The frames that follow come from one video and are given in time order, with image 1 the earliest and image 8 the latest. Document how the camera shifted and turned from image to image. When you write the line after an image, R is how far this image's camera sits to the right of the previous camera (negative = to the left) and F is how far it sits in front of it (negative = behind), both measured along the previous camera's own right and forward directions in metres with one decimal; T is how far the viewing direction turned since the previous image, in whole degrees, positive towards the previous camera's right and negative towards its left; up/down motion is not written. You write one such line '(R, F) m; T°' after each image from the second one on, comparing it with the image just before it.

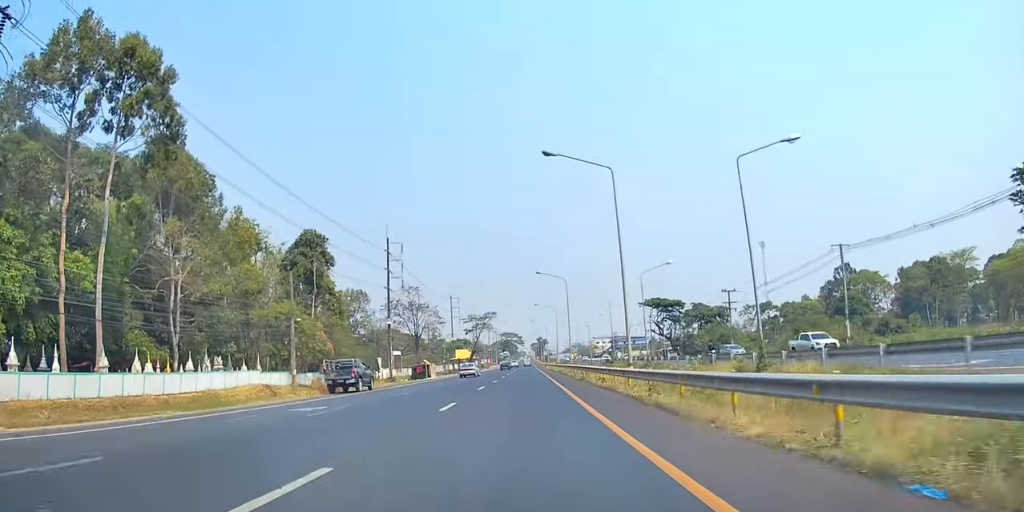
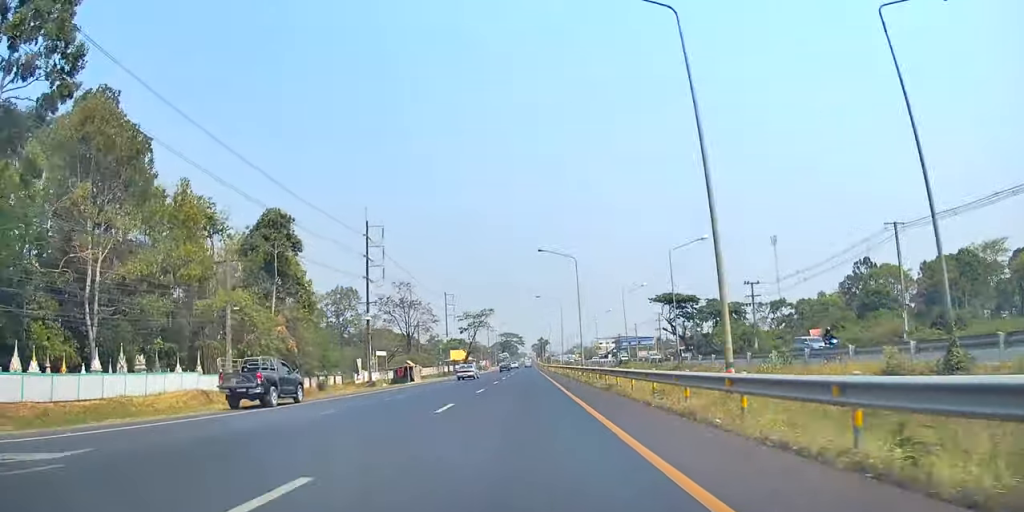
(-0.2, +12.7) m; 0°
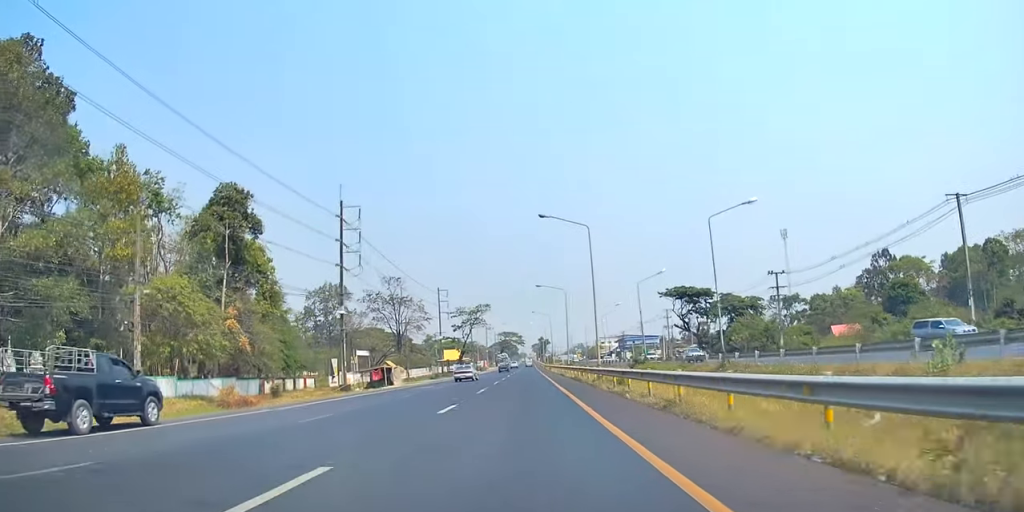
(+0.4, +10.7) m; 0°
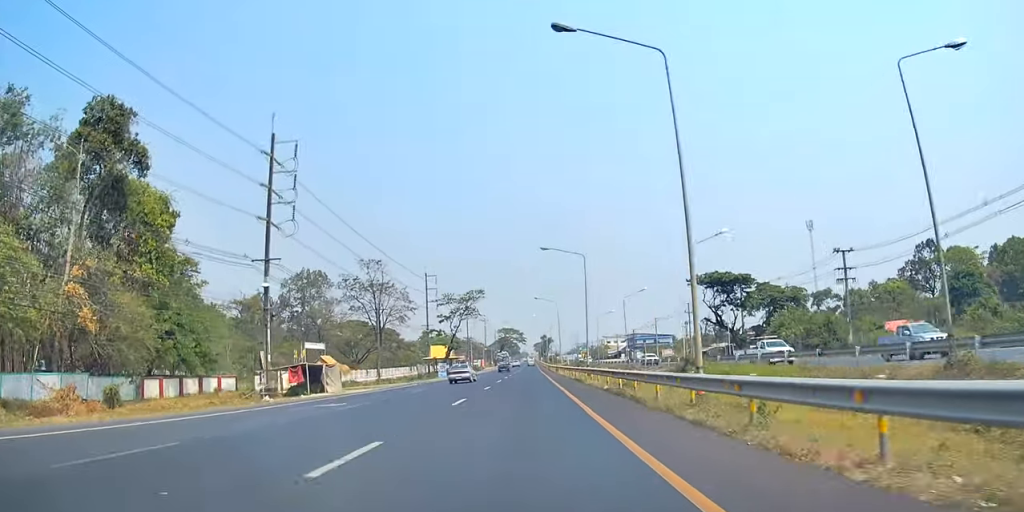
(-0.3, +21.4) m; 0°
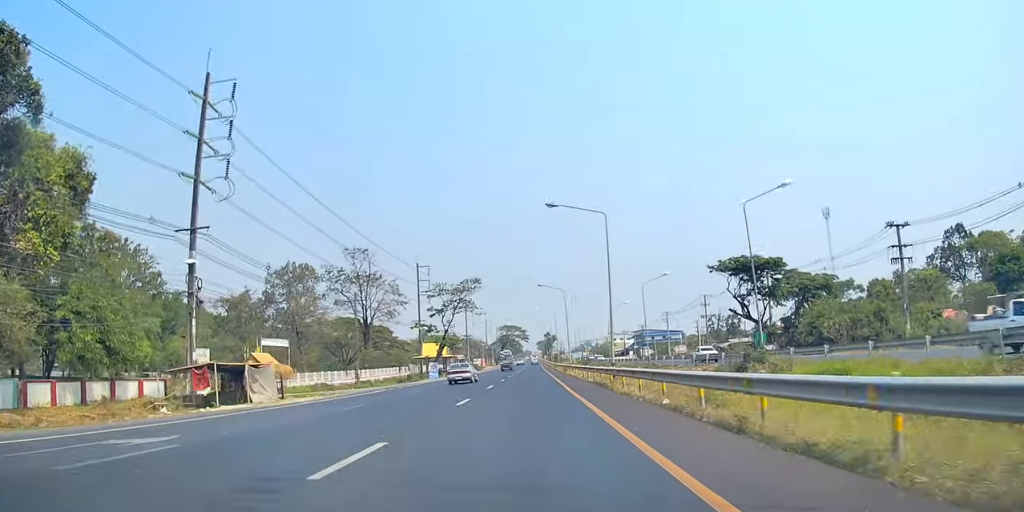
(0.0, +12.0) m; 0°
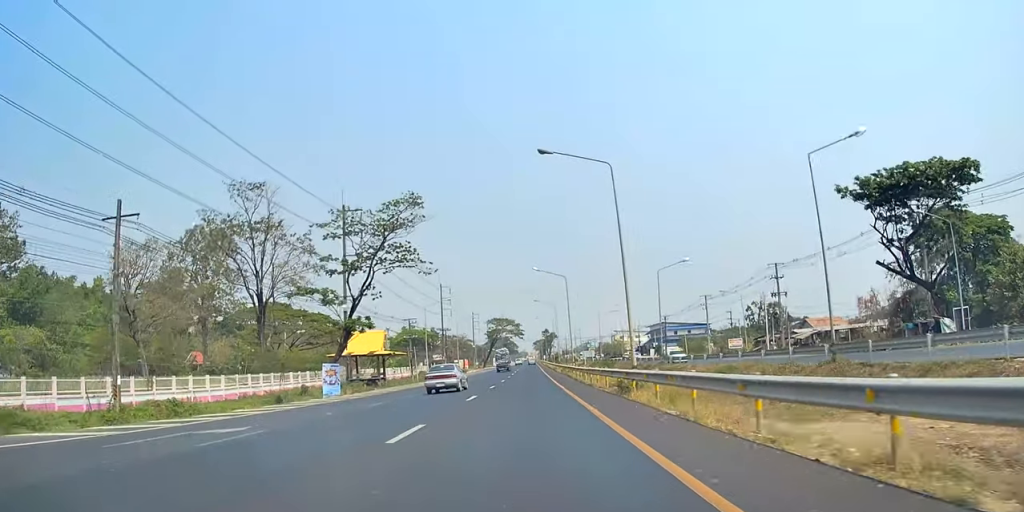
(-0.5, +43.2) m; -2°
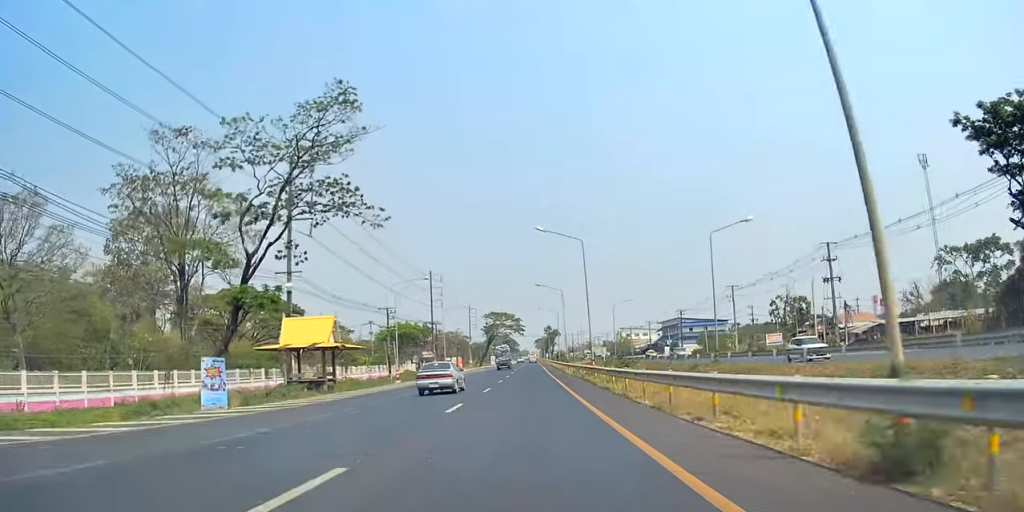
(0.0, +17.7) m; +2°
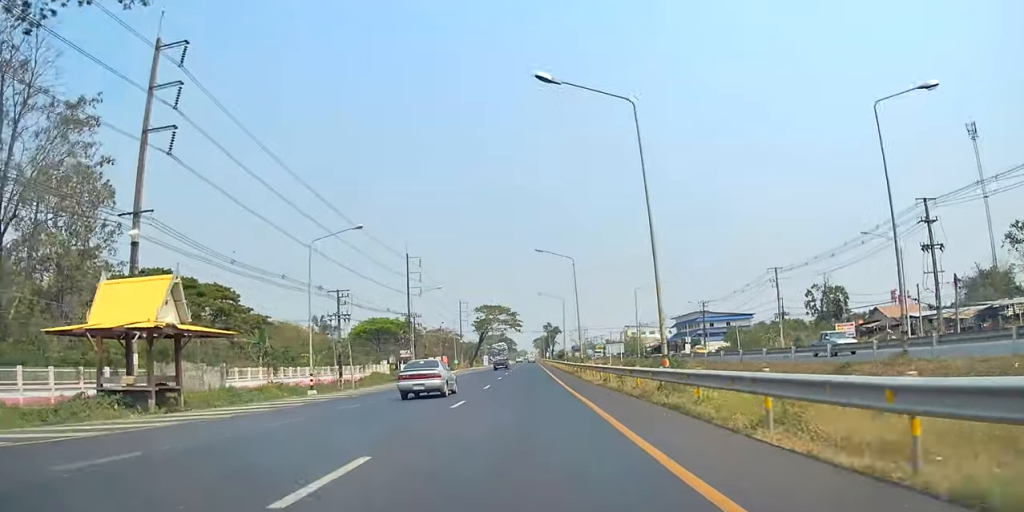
(+0.7, +22.7) m; 0°
